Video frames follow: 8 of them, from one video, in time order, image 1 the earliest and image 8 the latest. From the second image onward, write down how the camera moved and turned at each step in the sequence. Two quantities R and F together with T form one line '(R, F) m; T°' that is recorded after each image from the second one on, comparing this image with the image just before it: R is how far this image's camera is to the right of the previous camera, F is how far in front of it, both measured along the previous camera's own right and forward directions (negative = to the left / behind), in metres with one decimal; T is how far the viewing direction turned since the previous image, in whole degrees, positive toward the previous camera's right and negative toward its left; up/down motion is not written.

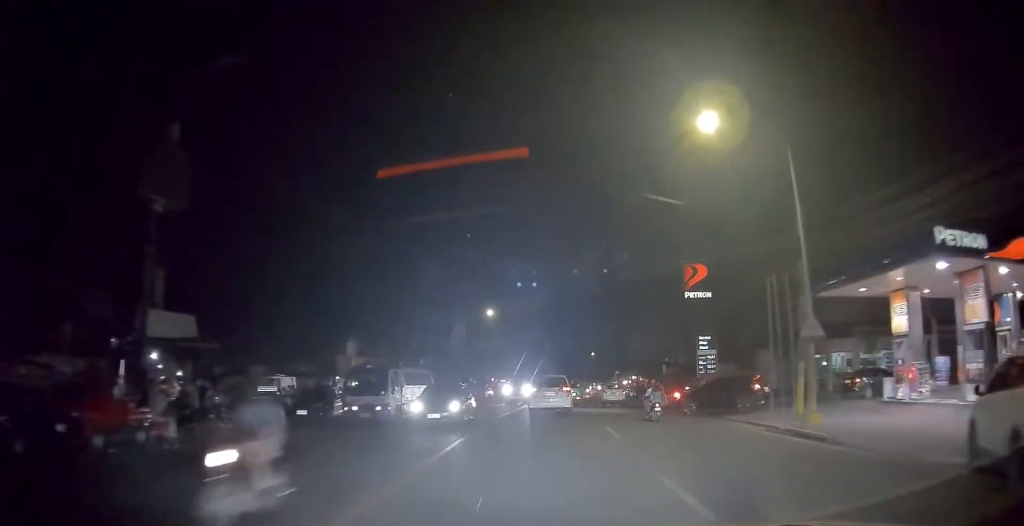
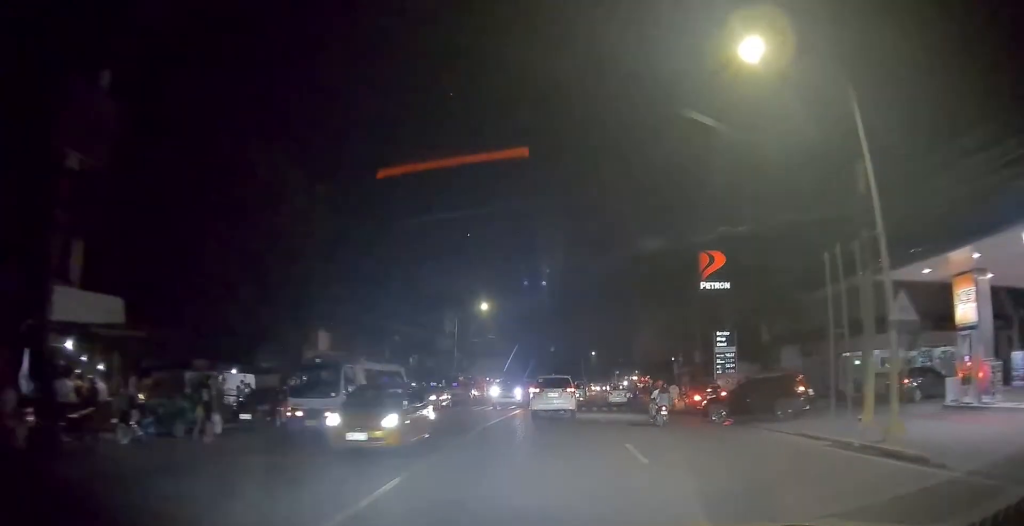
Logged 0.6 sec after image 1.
(-0.1, +4.6) m; 0°
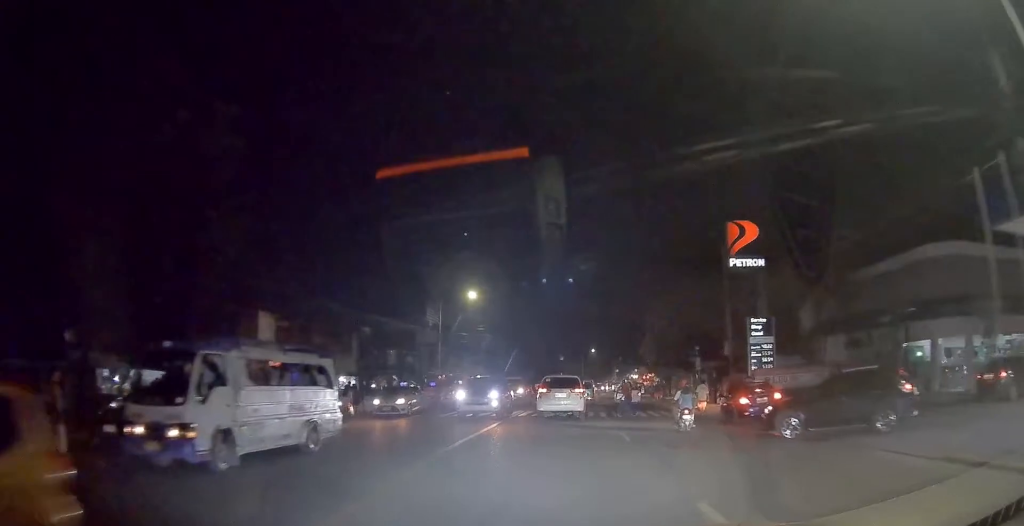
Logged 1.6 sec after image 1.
(+0.2, +6.8) m; 0°
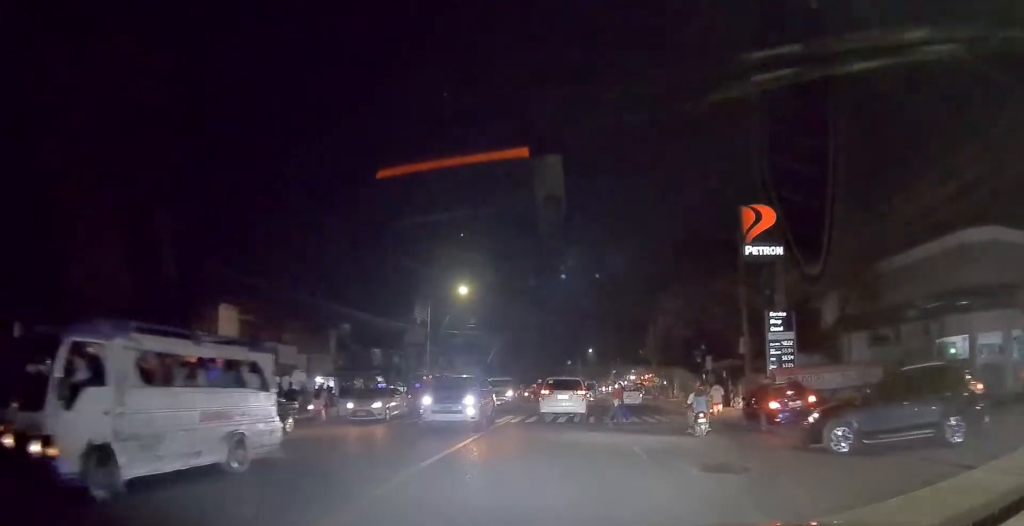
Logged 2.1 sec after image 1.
(-0.1, +3.0) m; -1°
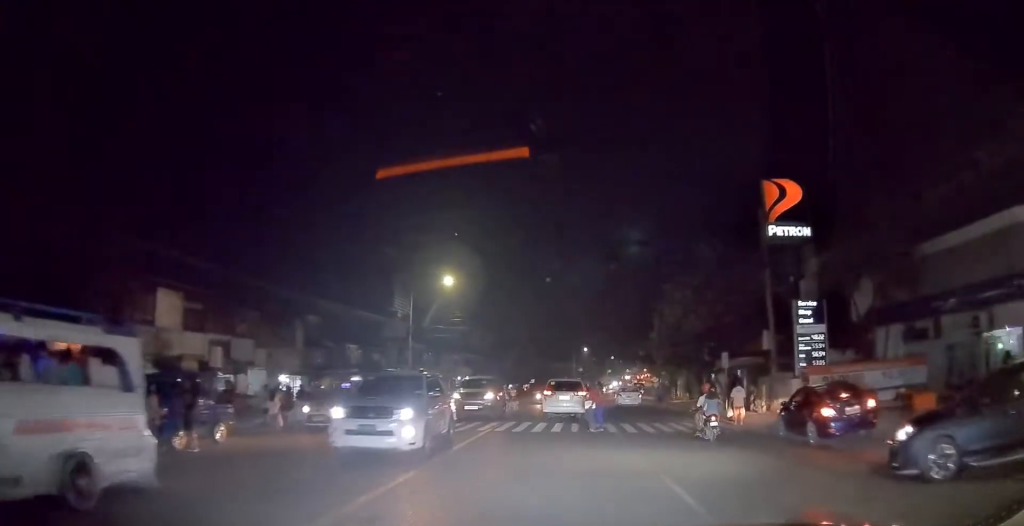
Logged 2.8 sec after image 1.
(-0.1, +4.0) m; -1°
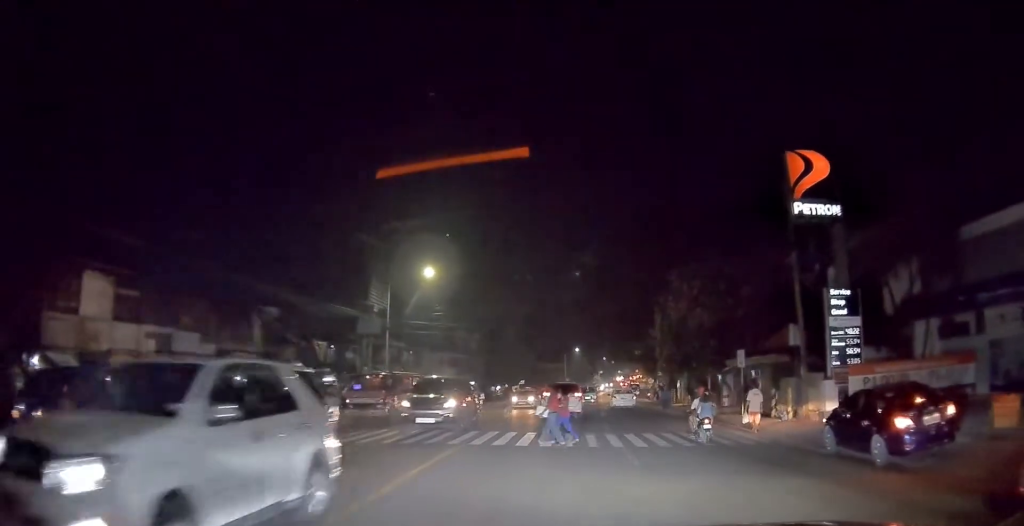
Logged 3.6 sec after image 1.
(-0.1, +4.0) m; +1°
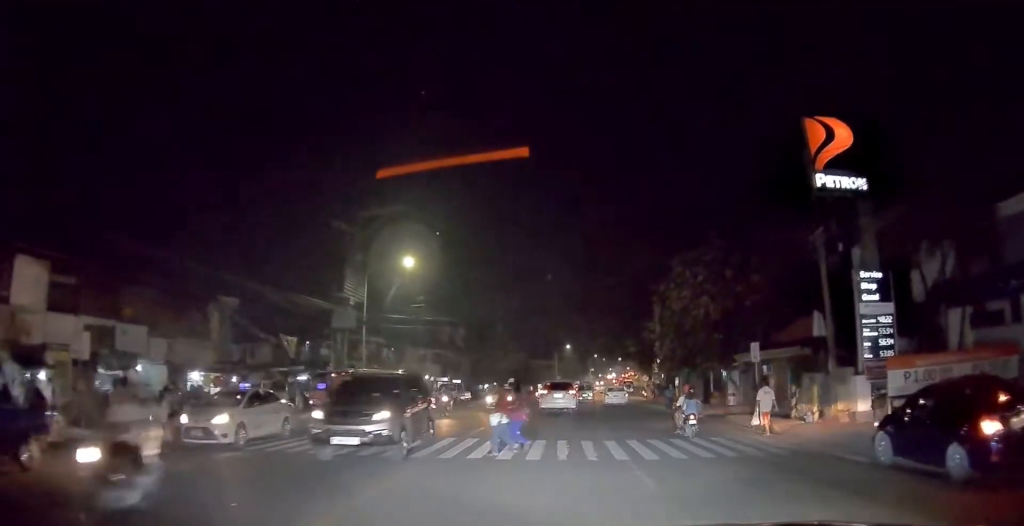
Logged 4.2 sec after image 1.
(+0.1, +3.2) m; 0°
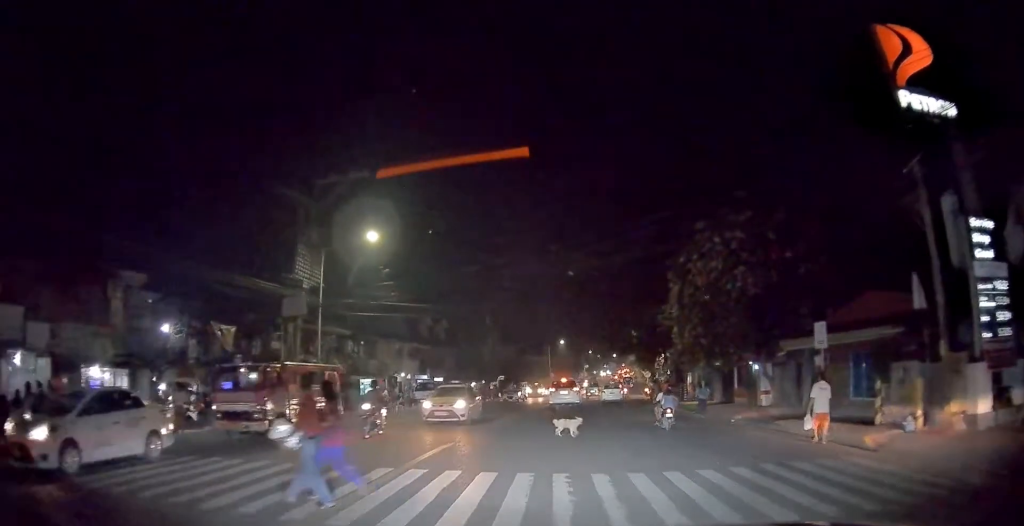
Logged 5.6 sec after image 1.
(-0.1, +6.5) m; +1°
